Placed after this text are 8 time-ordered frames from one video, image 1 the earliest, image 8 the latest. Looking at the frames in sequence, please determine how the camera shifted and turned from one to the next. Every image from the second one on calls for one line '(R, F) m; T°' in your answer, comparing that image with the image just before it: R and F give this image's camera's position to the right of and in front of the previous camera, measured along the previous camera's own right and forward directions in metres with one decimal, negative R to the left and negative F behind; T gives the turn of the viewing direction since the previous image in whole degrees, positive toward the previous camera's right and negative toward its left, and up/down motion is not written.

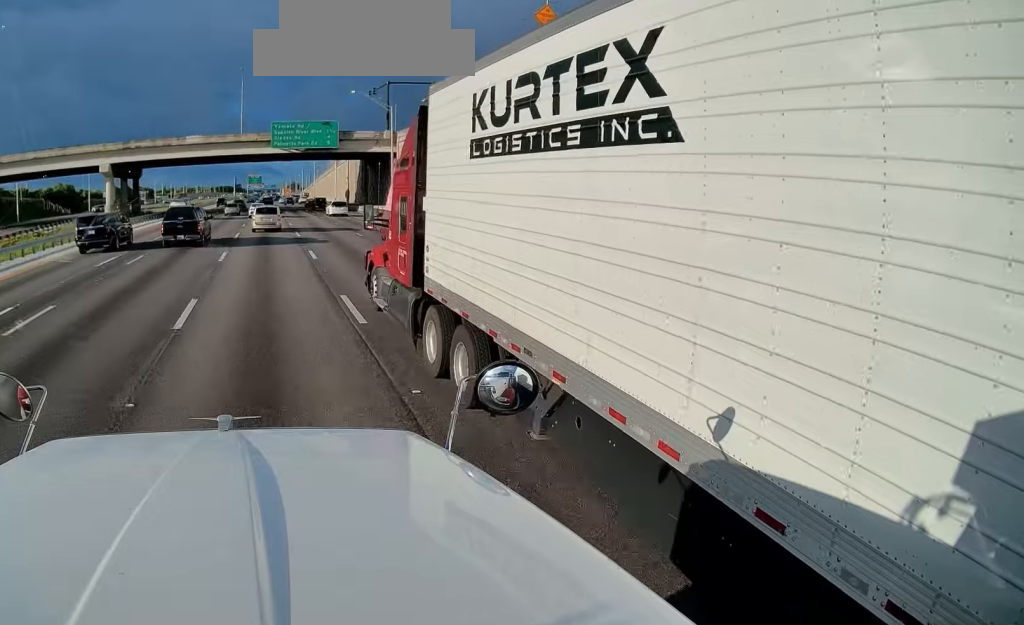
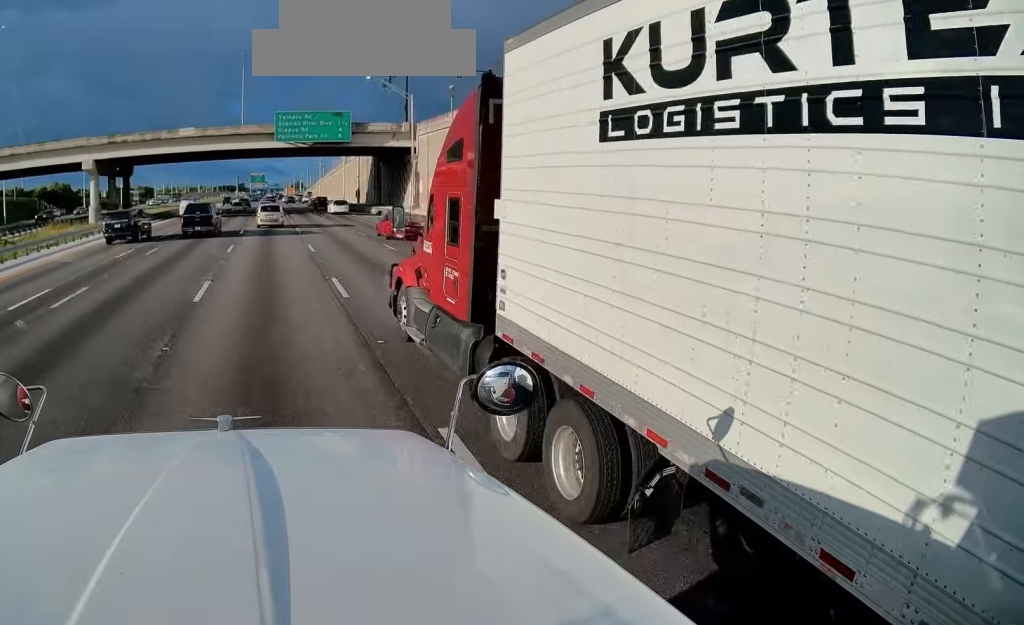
(0.0, +8.2) m; +1°
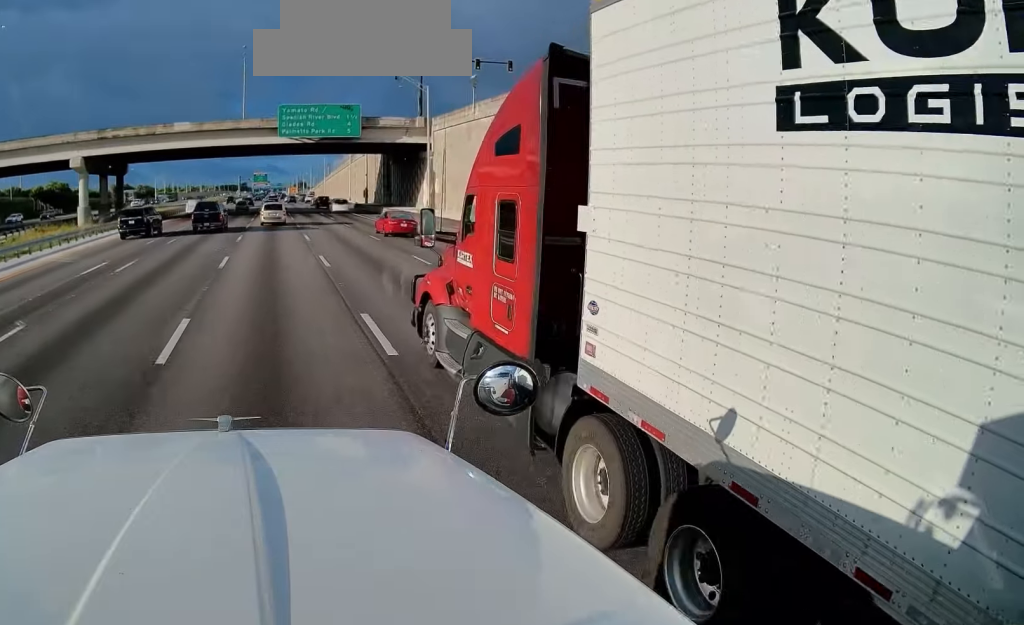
(-0.1, +5.1) m; +2°
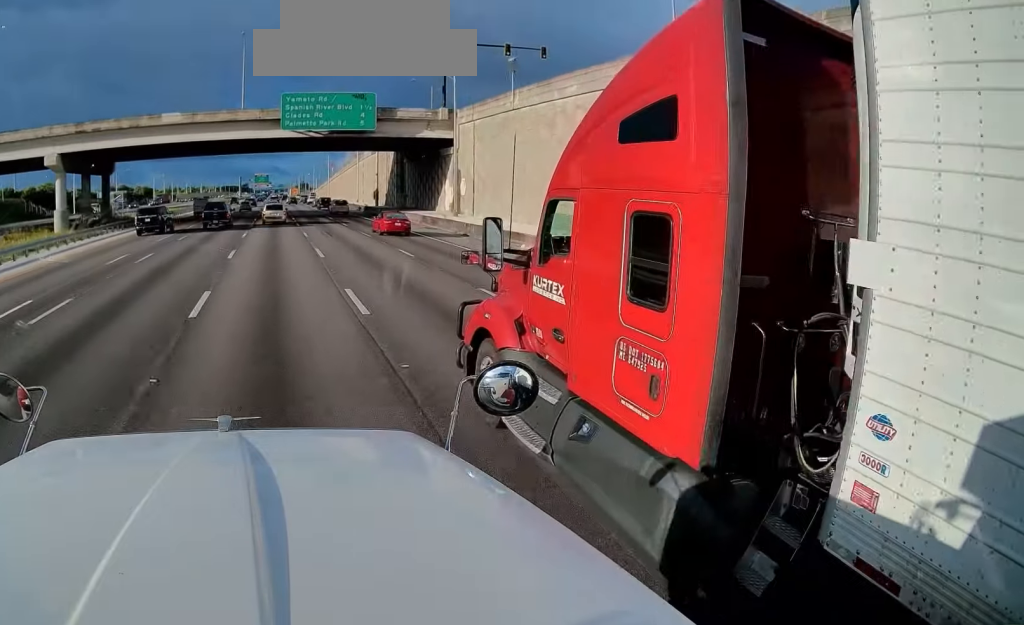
(+0.4, +7.9) m; 0°
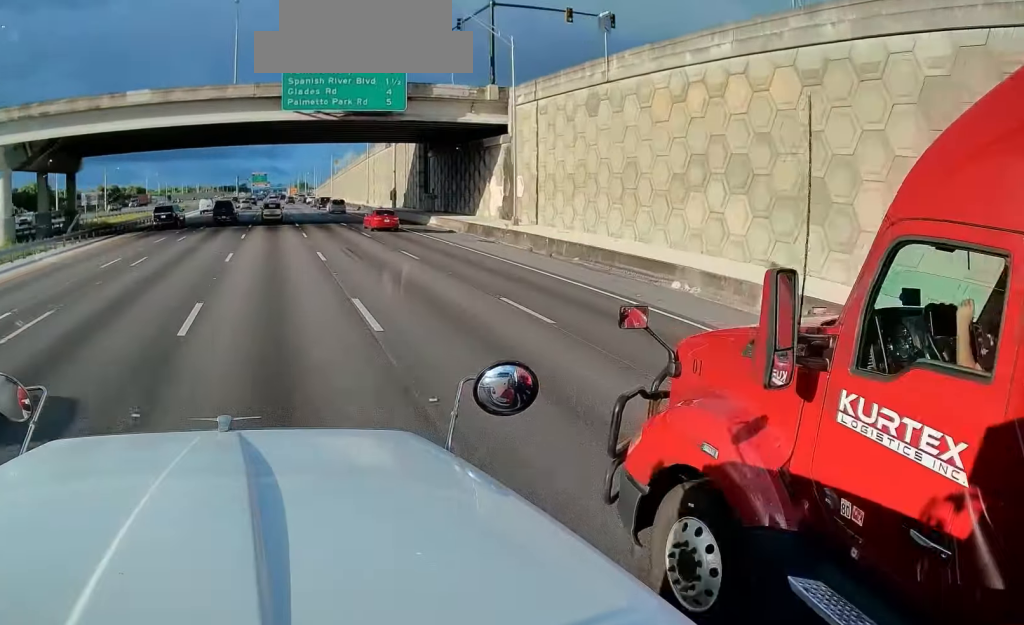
(-0.4, +12.4) m; -3°
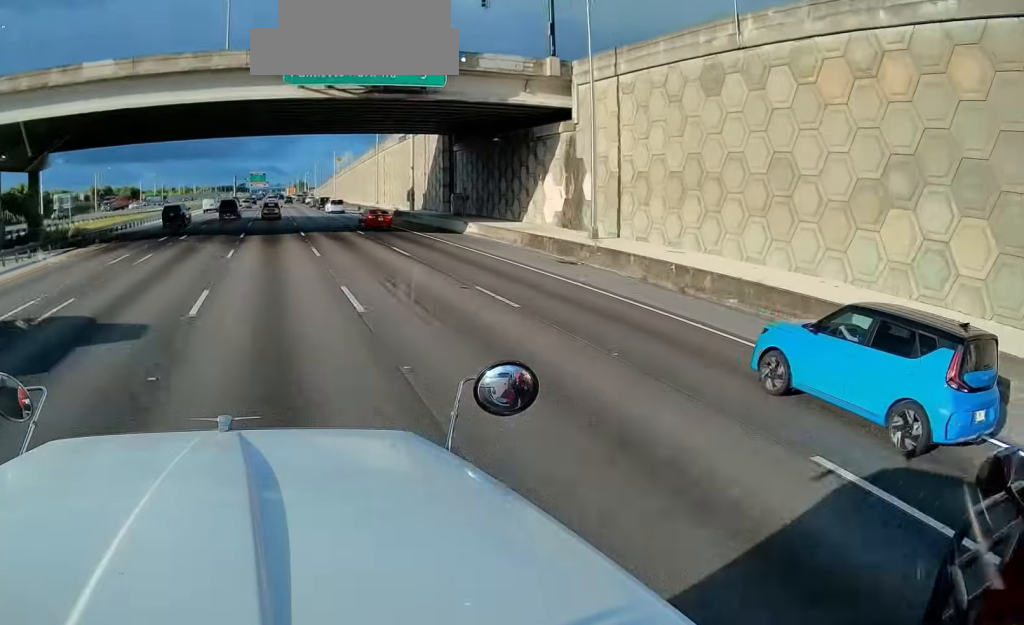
(-0.1, +10.3) m; -1°
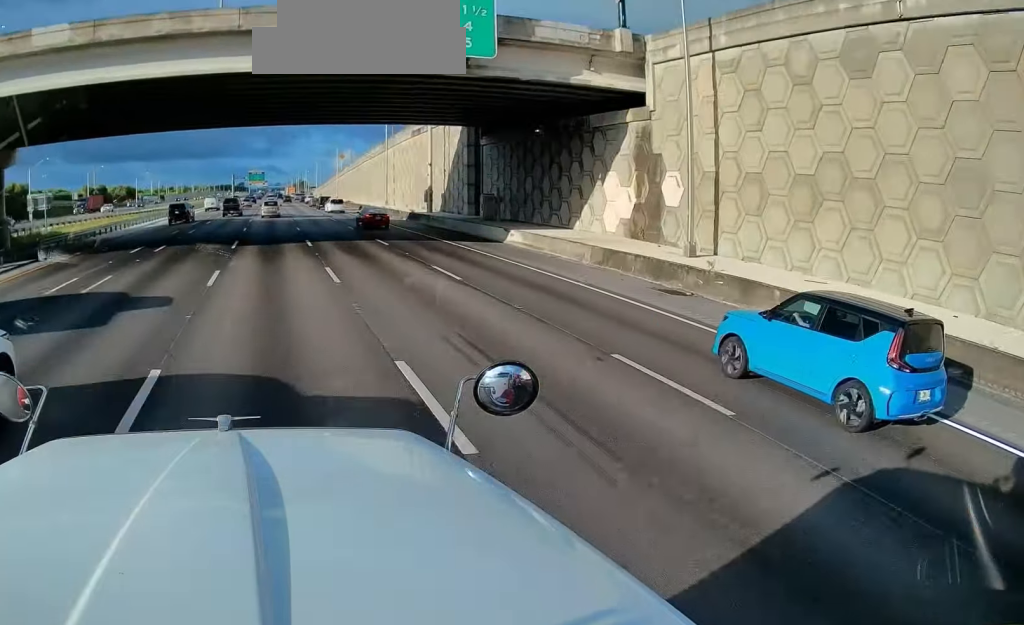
(0.0, +6.9) m; 0°
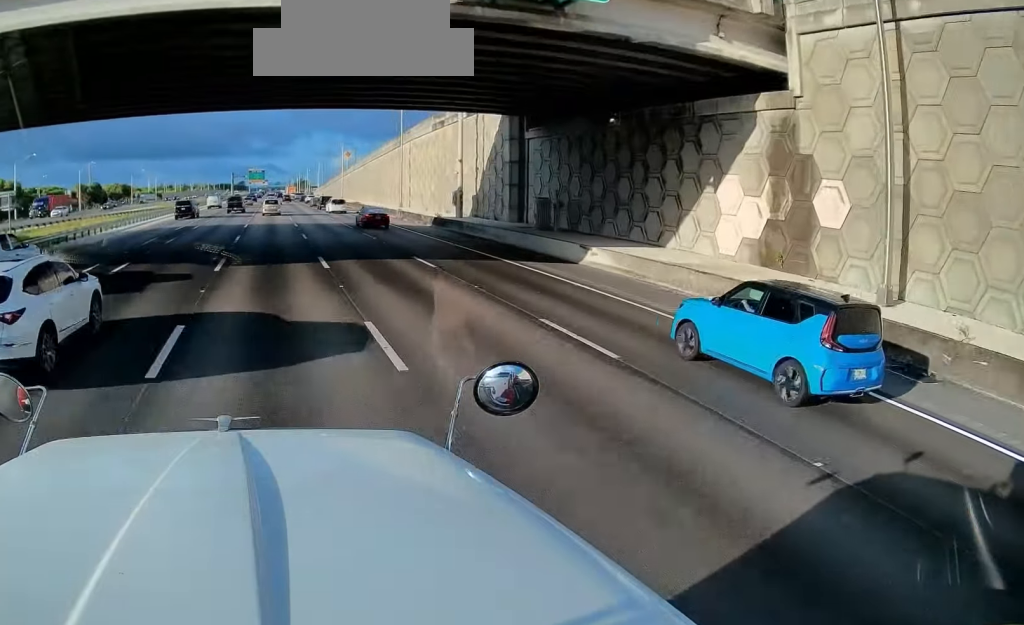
(0.0, +8.8) m; 0°
